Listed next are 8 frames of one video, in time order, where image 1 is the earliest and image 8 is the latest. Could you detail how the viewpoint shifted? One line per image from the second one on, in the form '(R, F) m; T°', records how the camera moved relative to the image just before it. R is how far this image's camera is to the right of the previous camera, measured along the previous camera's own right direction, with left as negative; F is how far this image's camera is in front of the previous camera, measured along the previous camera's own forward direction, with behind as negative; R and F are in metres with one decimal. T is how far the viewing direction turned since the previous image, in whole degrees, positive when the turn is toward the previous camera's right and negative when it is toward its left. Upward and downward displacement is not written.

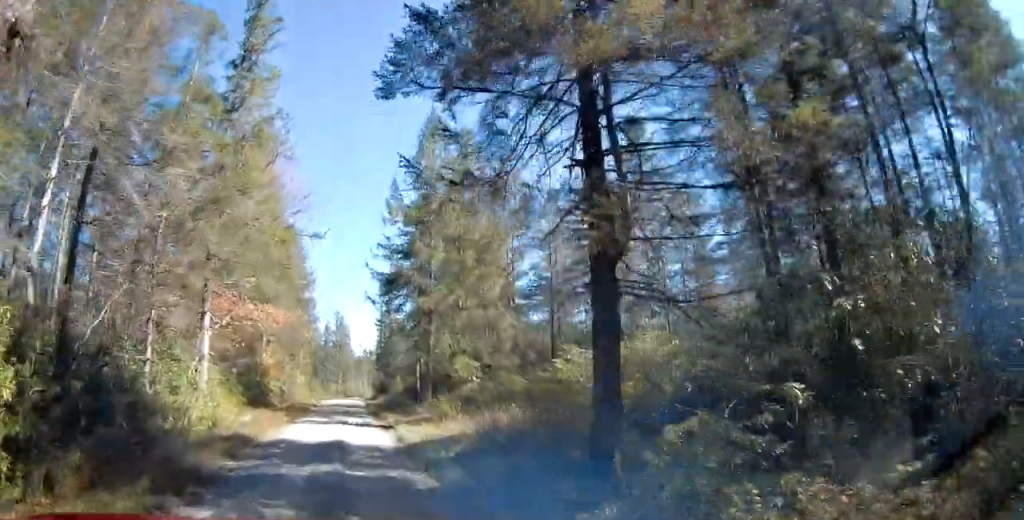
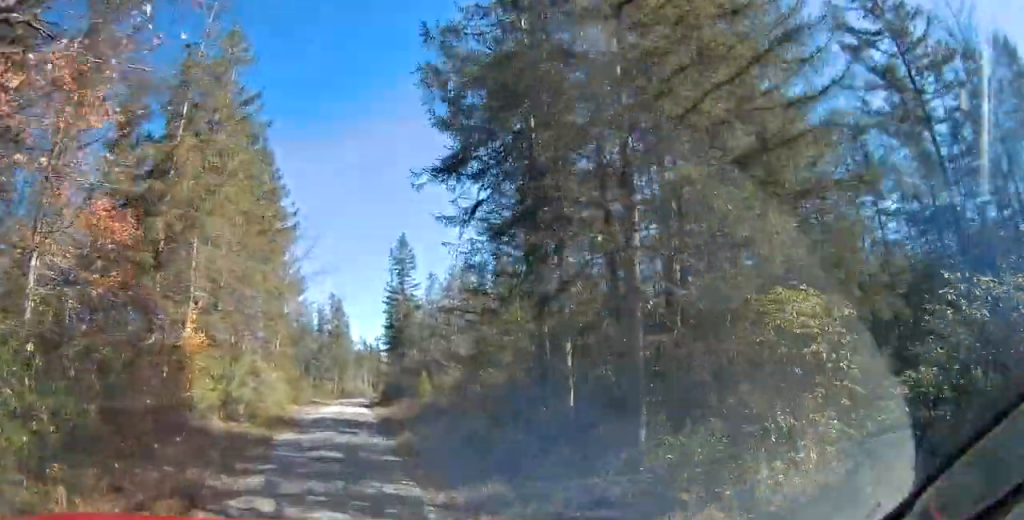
(-1.7, +20.8) m; -5°
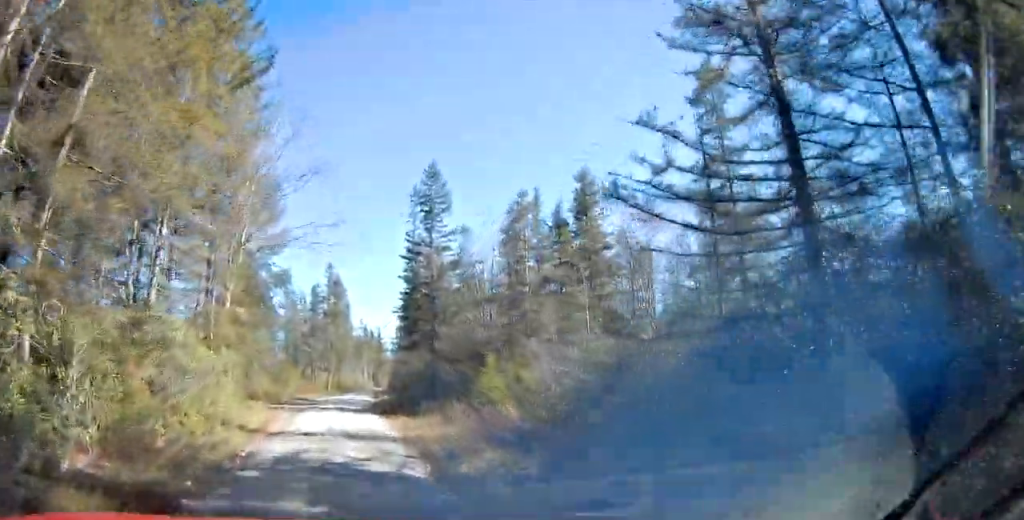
(+0.1, +18.4) m; +1°
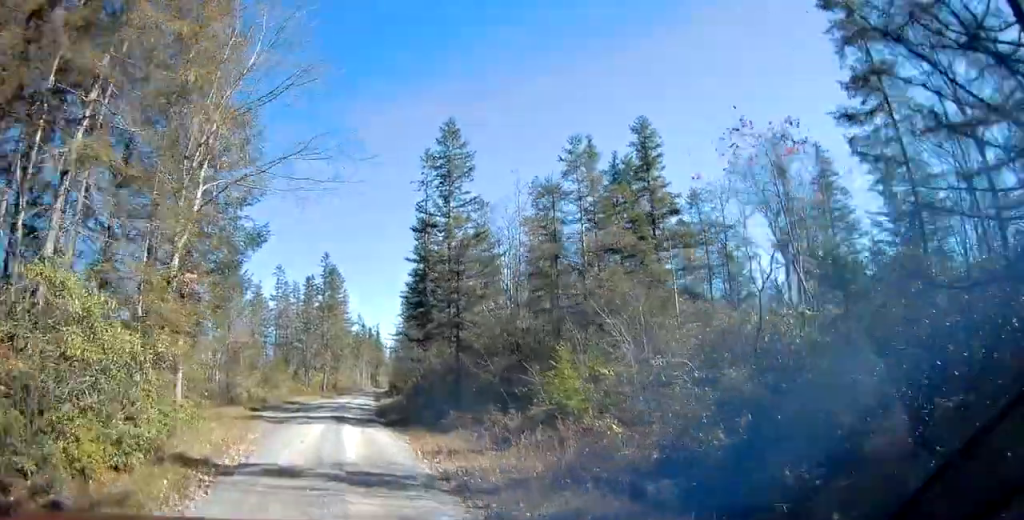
(0.0, +7.5) m; 0°
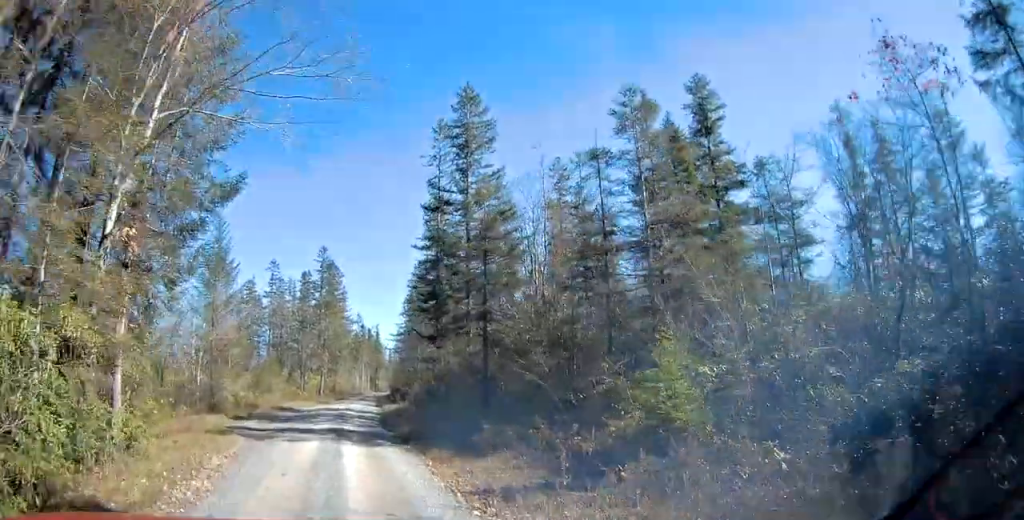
(-0.1, +4.9) m; 0°
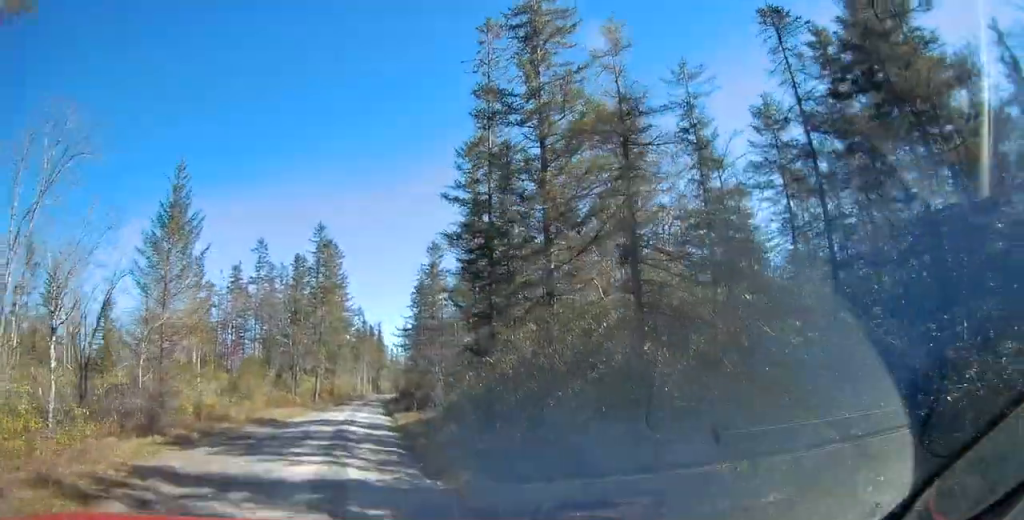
(+0.2, +10.4) m; 0°
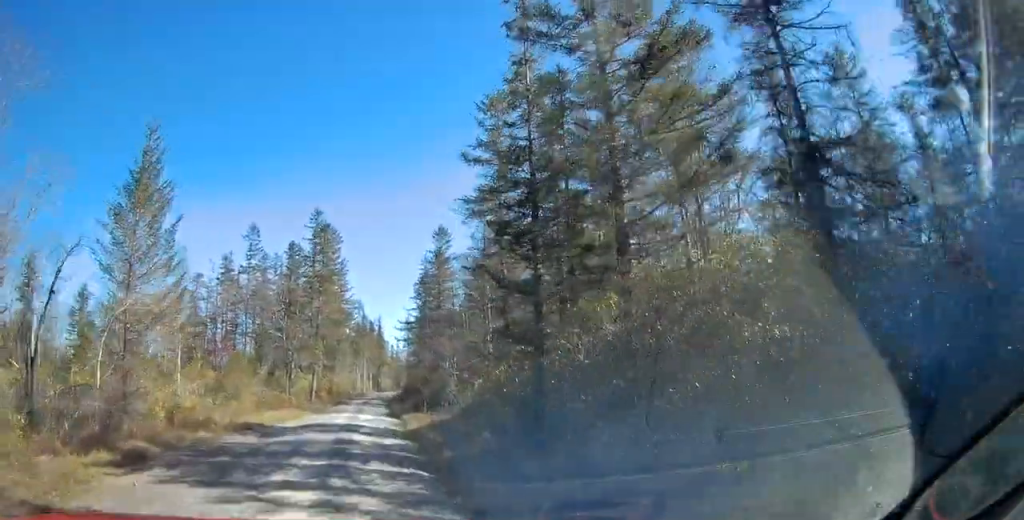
(-0.1, +4.5) m; 0°
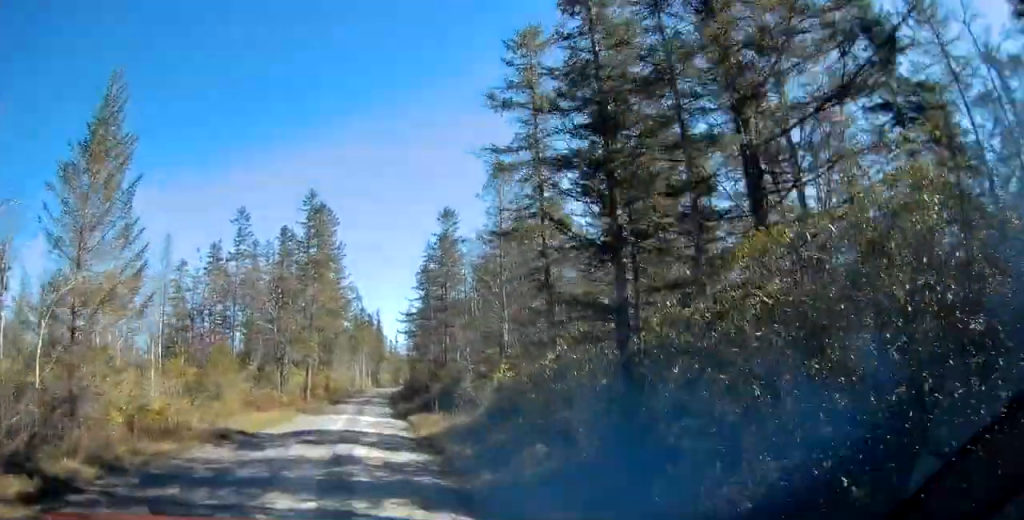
(-0.1, +4.5) m; +1°
